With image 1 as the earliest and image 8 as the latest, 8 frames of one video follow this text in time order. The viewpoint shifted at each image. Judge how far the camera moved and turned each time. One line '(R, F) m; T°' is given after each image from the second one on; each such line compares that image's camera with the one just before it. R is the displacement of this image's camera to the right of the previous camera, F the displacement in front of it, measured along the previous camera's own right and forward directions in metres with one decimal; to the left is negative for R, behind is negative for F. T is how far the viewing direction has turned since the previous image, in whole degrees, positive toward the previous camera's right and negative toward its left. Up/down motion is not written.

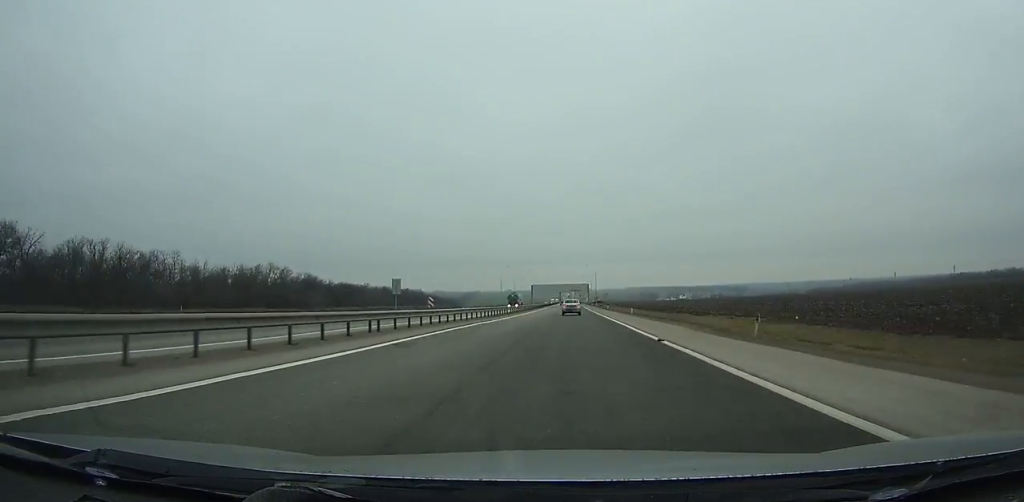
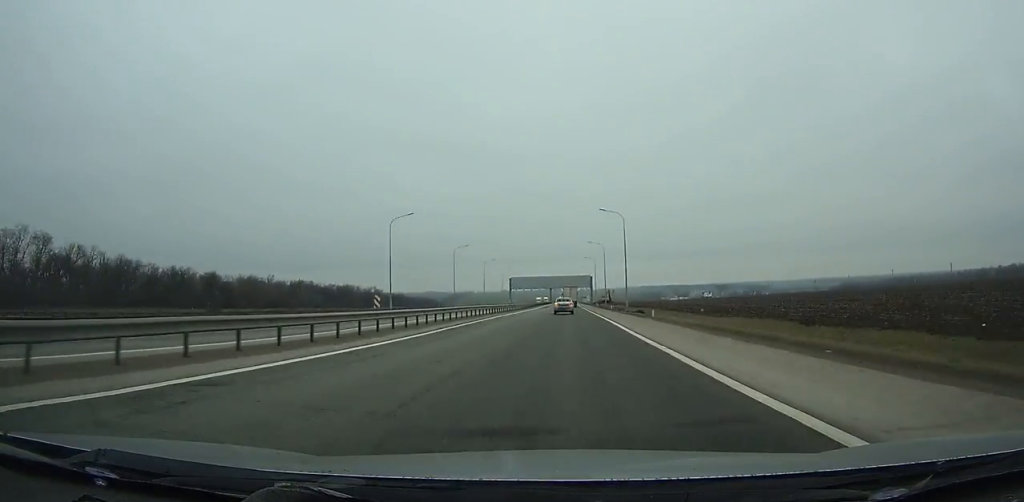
(+0.2, +105.4) m; 0°
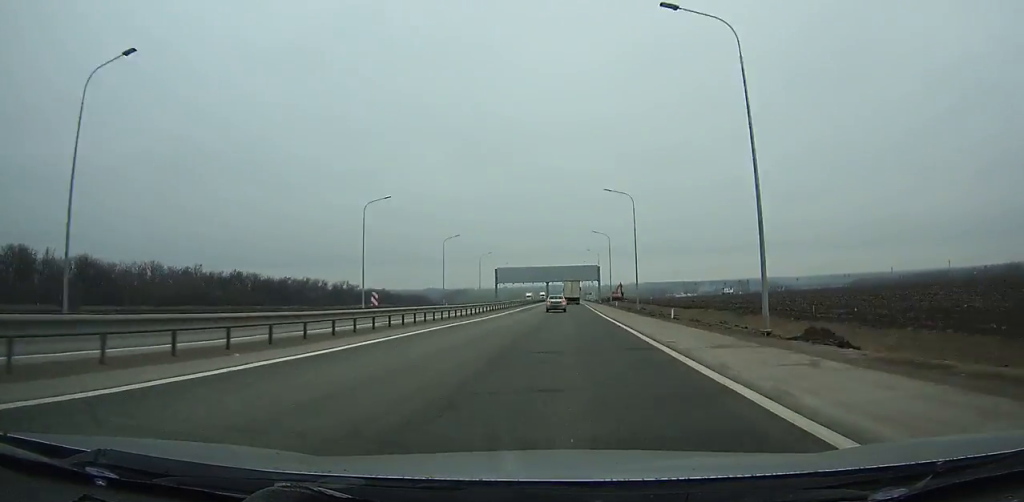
(0.0, +49.4) m; 0°
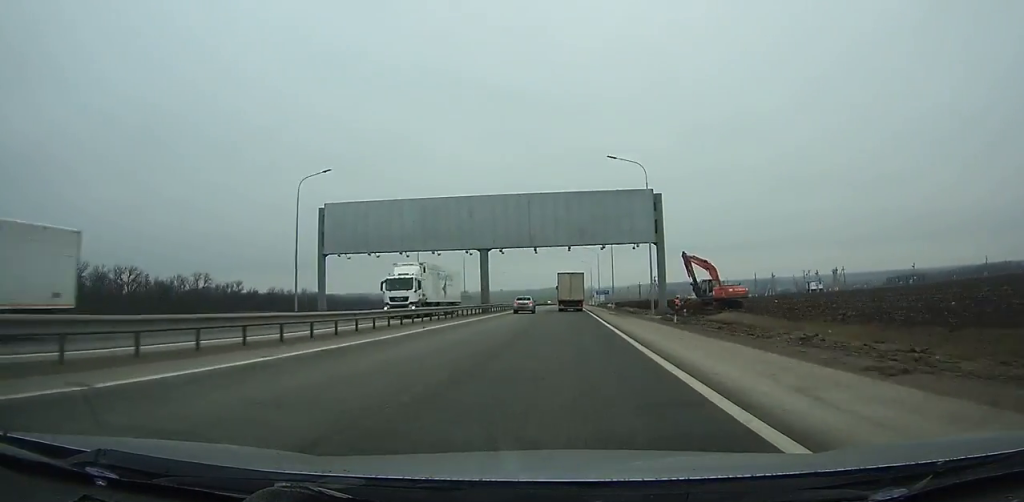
(0.0, +133.3) m; -1°
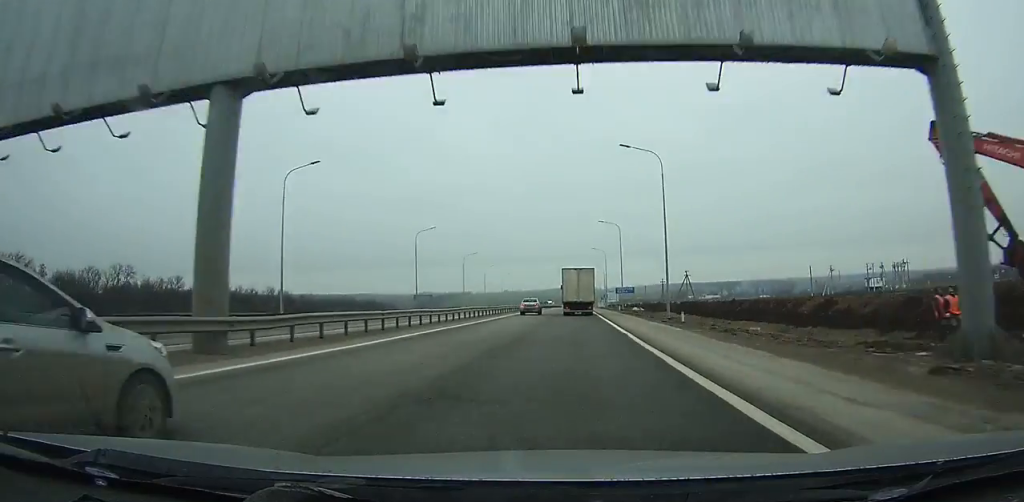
(0.0, +44.8) m; 0°
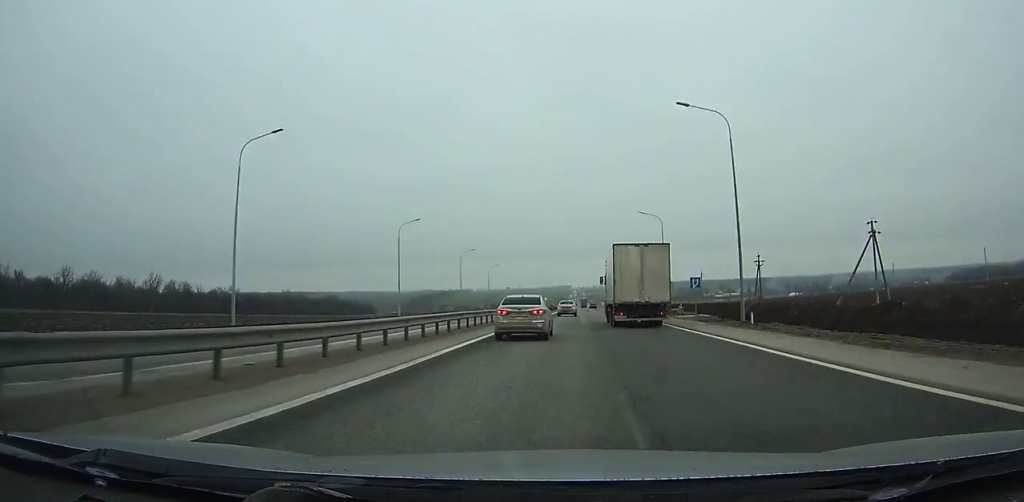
(-0.8, +91.7) m; 0°
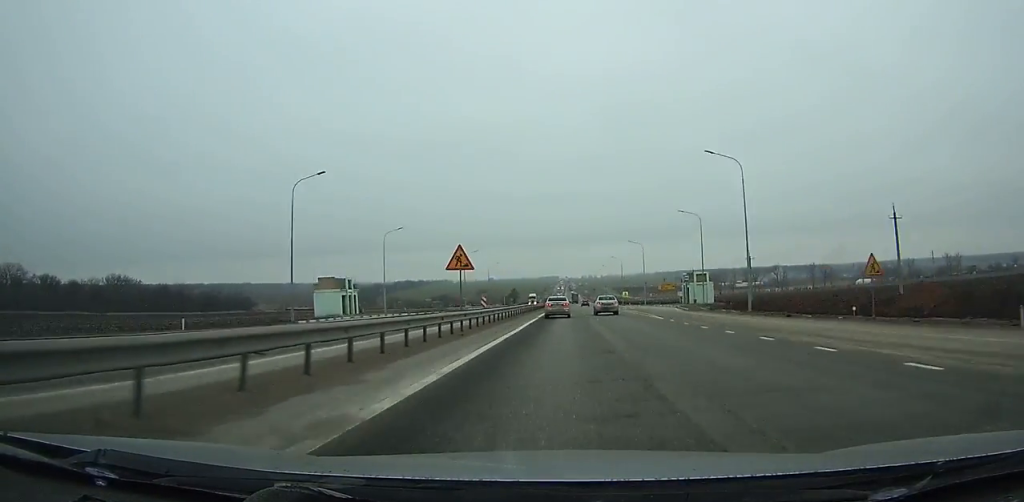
(+2.0, +185.1) m; +1°
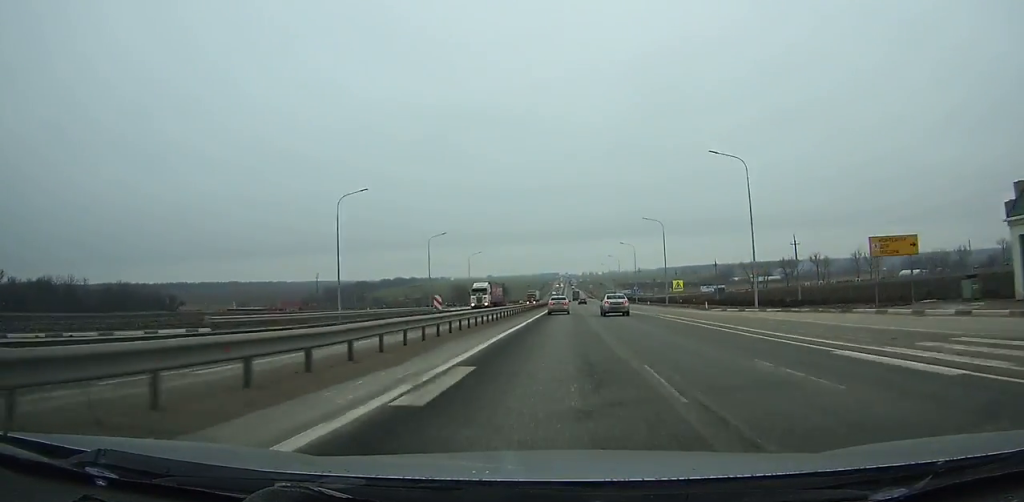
(+0.1, +67.0) m; 0°
